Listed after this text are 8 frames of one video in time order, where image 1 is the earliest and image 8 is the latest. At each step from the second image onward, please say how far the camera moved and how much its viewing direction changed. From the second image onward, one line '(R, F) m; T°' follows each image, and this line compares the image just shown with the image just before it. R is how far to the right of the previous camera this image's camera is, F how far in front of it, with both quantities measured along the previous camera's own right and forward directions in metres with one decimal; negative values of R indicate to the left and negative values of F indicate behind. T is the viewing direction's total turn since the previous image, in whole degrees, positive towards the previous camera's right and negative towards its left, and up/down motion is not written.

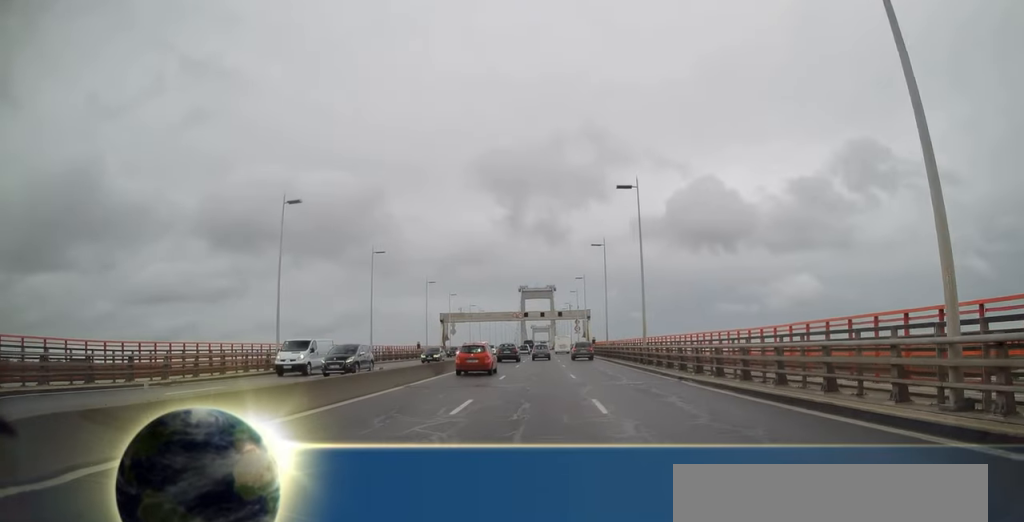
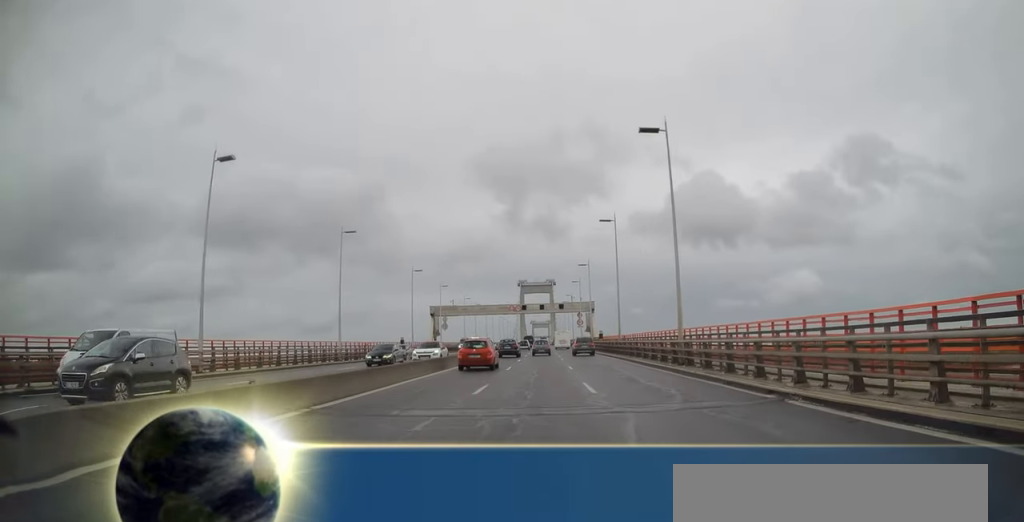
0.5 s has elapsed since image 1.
(0.0, +8.9) m; 0°
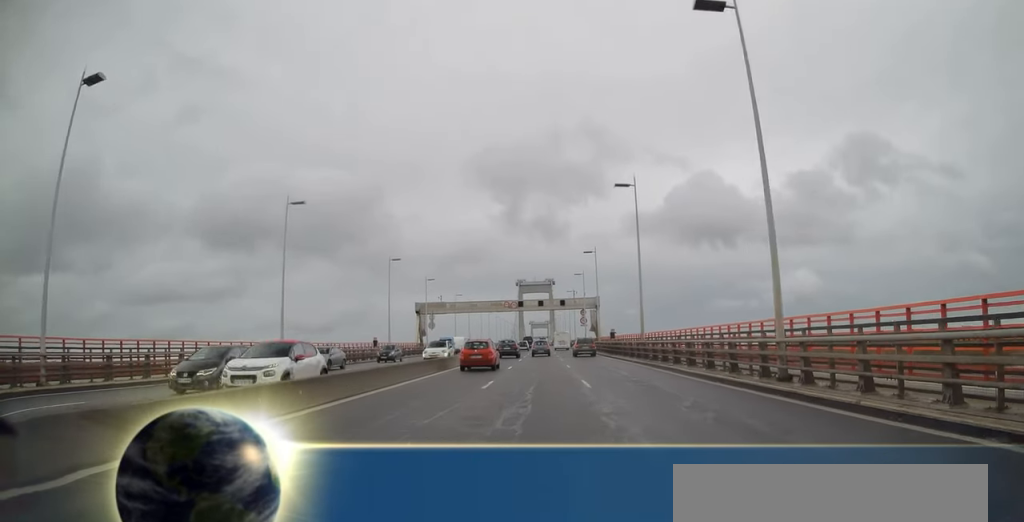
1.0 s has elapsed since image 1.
(0.0, +10.8) m; 0°
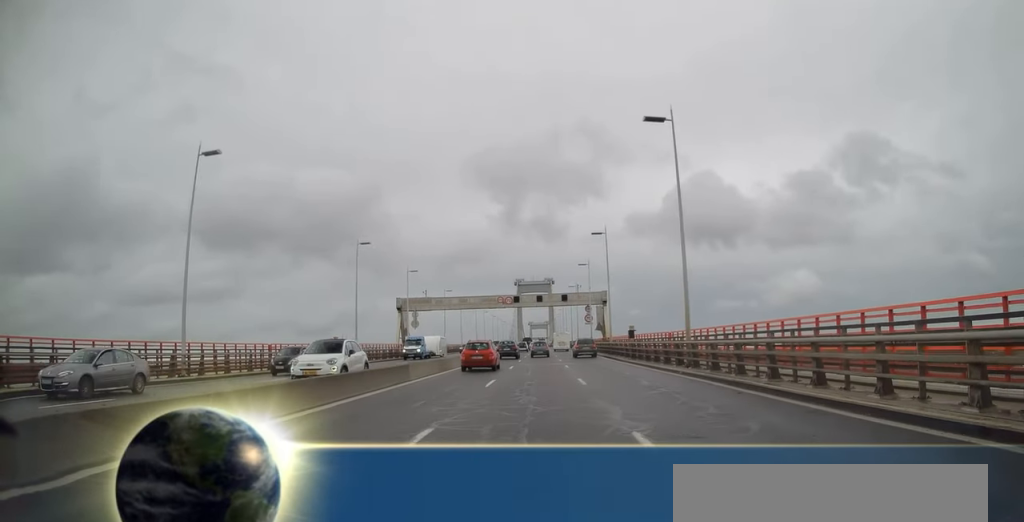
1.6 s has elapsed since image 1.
(0.0, +11.2) m; 0°
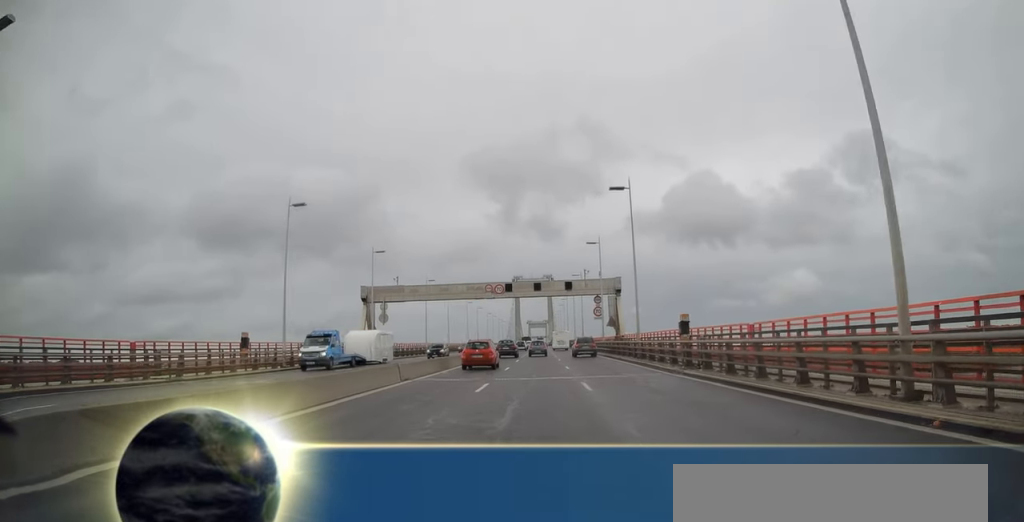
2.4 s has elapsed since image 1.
(0.0, +15.1) m; 0°
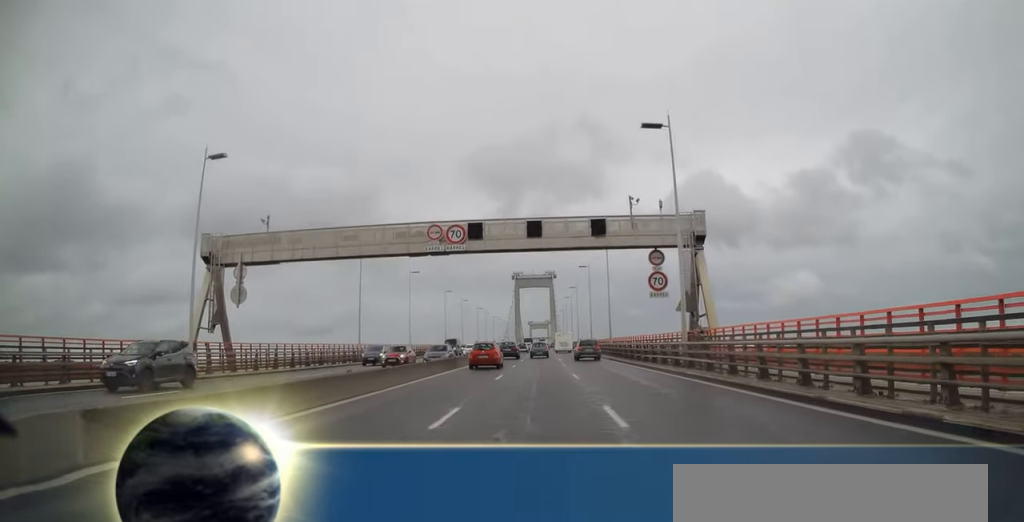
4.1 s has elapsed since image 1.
(0.0, +32.2) m; 0°
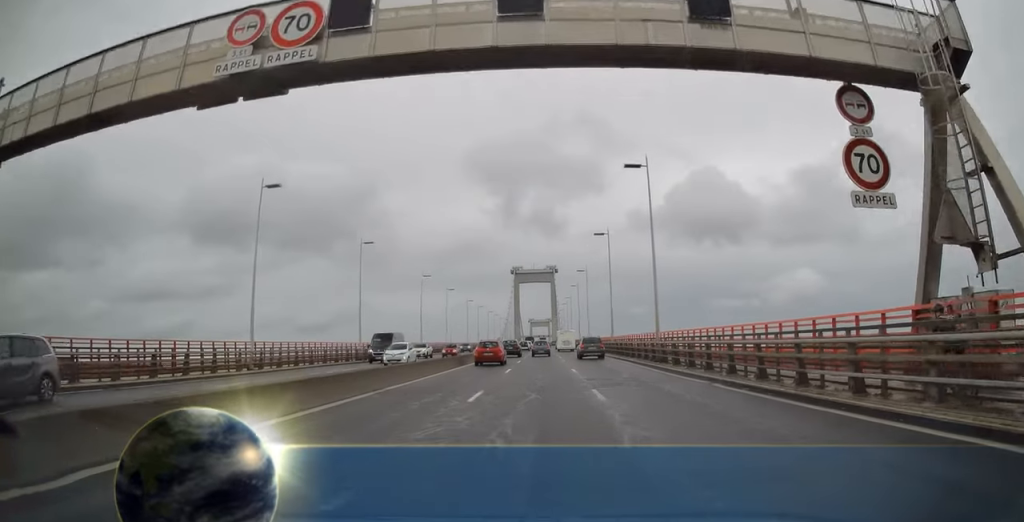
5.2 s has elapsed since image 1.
(0.0, +21.1) m; 0°
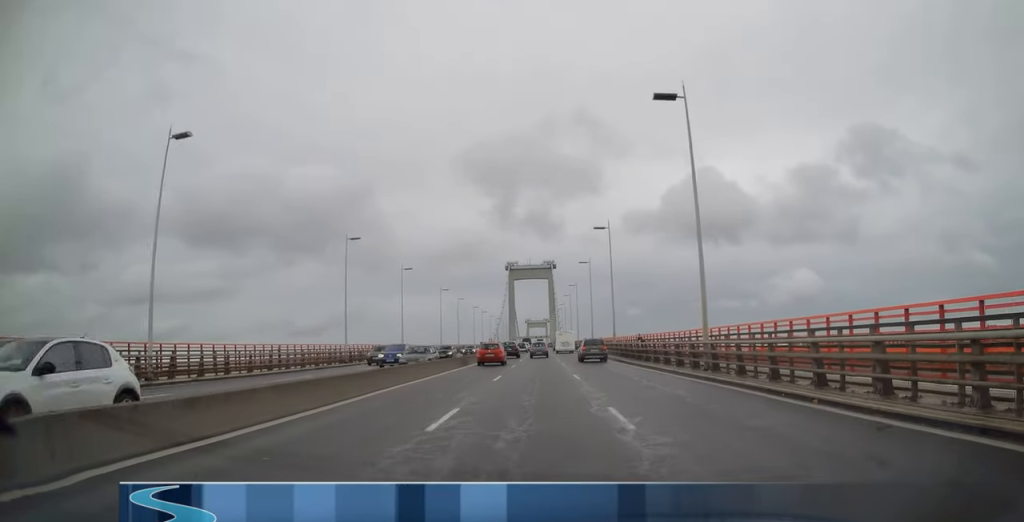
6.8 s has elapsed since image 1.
(0.0, +30.4) m; 0°
